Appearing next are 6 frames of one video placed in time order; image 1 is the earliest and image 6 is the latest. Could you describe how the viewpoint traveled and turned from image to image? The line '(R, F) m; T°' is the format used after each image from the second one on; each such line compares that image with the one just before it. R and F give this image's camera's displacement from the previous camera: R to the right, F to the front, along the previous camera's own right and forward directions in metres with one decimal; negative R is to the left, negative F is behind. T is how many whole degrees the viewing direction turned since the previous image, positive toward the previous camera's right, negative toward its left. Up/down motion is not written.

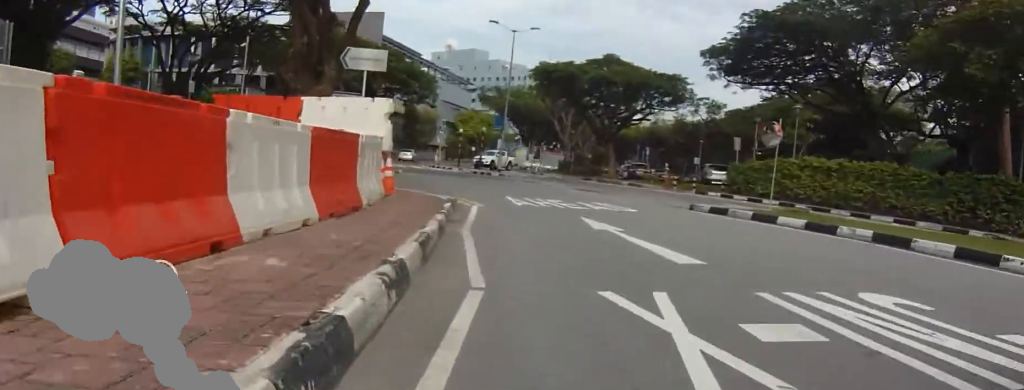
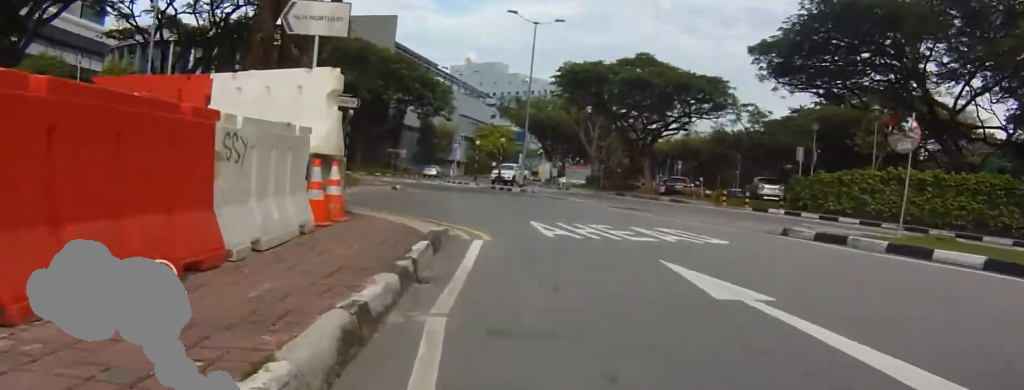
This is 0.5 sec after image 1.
(-0.2, +5.0) m; 0°
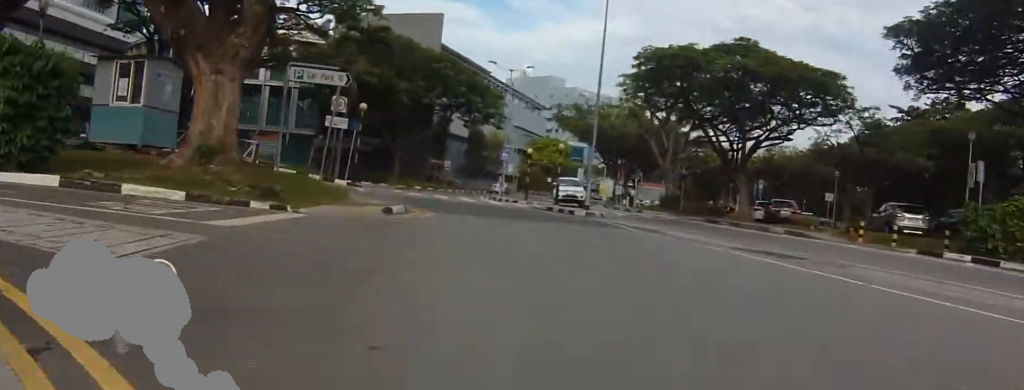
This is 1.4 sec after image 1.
(+0.2, +8.5) m; -4°
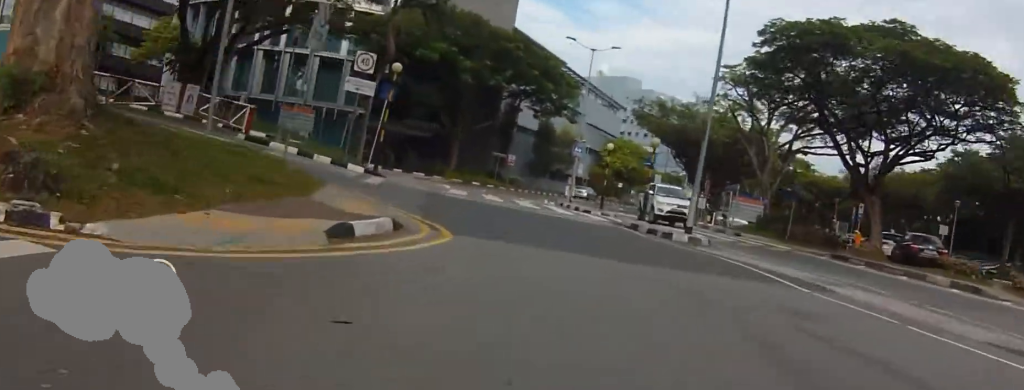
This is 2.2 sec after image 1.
(-0.4, +7.0) m; -5°
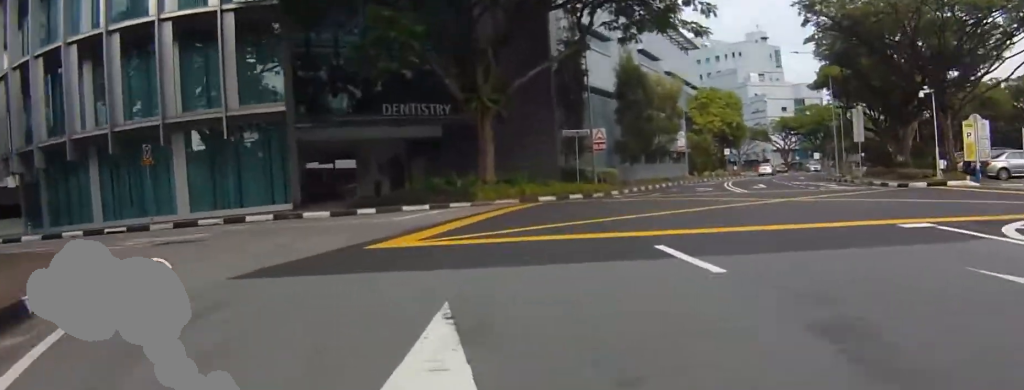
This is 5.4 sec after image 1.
(-7.1, +29.8) m; -16°
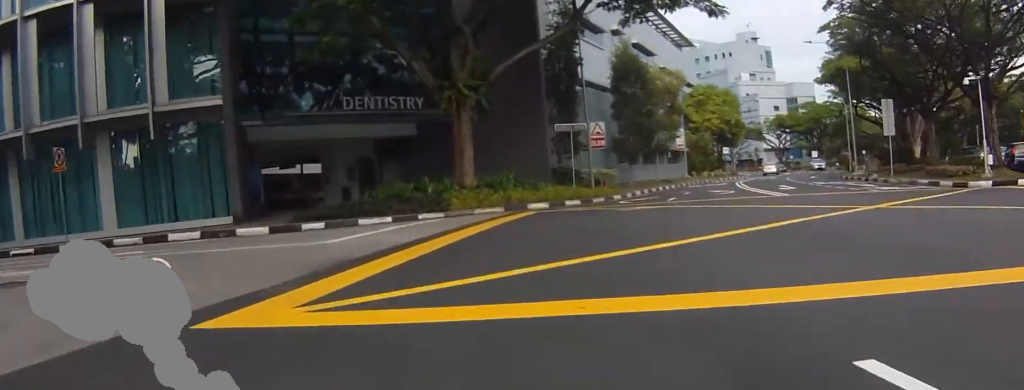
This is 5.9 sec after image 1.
(+0.1, +4.7) m; +3°
